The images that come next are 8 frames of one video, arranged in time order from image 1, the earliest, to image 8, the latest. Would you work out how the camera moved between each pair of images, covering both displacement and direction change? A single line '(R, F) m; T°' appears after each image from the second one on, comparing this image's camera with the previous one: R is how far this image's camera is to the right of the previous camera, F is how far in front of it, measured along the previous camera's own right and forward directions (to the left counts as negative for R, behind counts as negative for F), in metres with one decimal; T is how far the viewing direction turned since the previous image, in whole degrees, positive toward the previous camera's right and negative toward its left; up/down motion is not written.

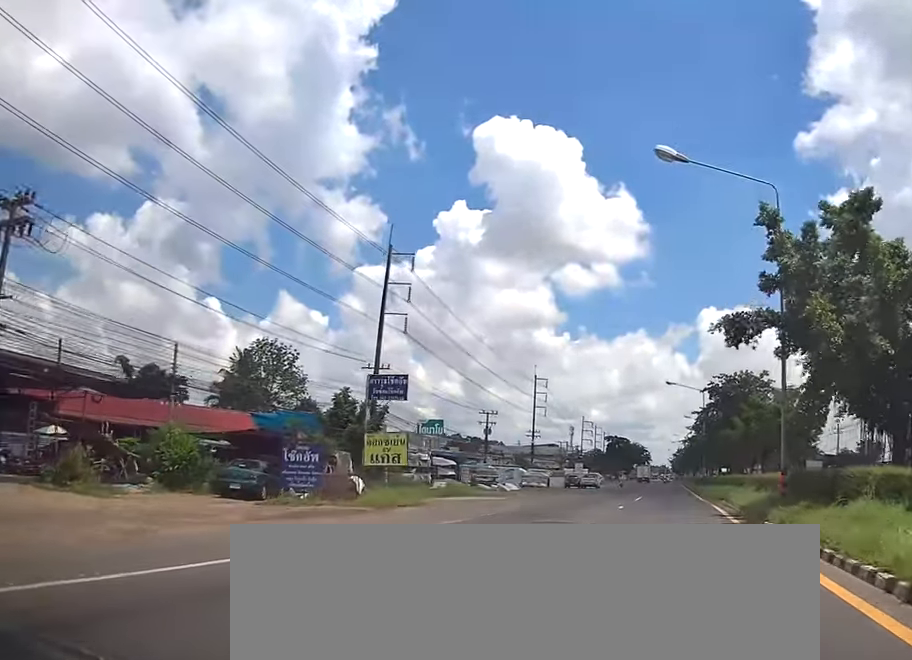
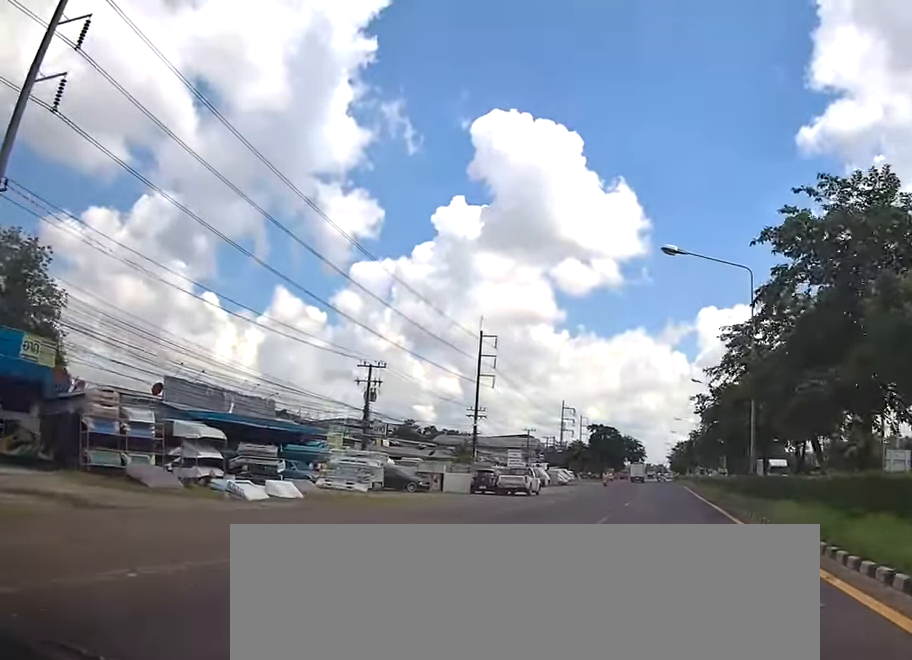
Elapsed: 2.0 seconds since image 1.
(-0.2, +37.3) m; +1°
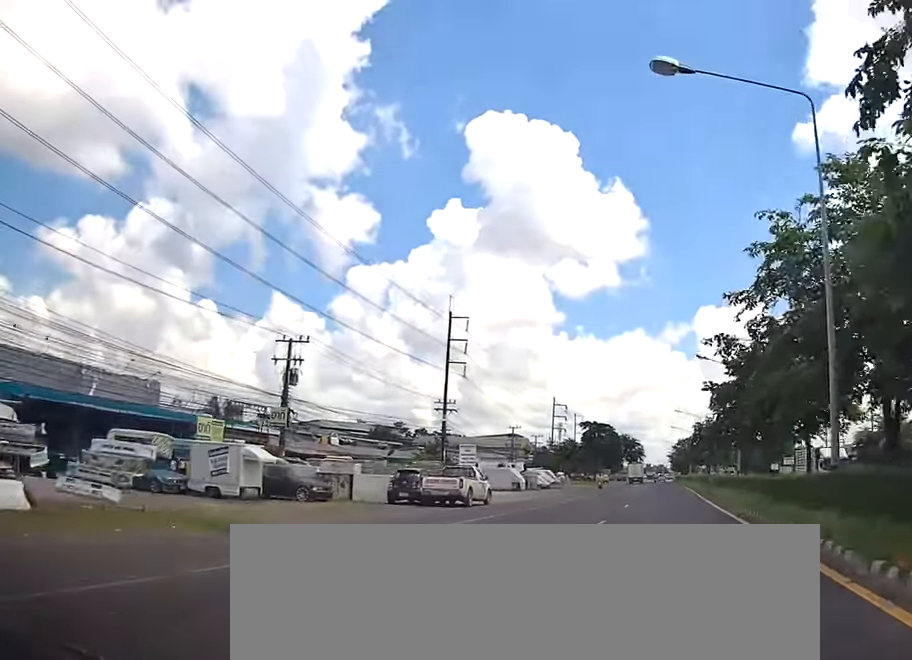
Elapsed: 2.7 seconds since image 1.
(+0.1, +12.7) m; 0°
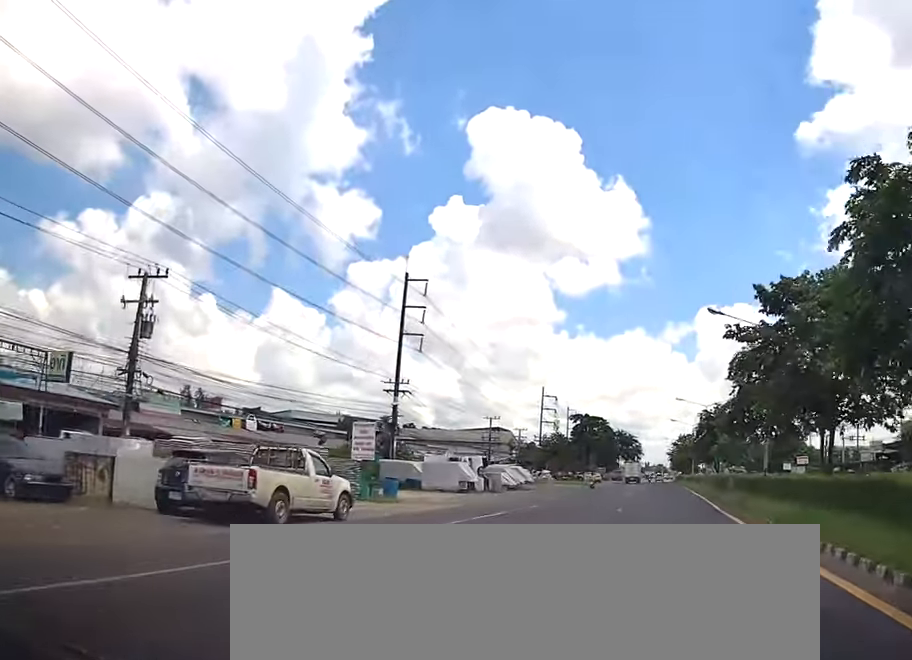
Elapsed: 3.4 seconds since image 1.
(-0.1, +14.4) m; 0°
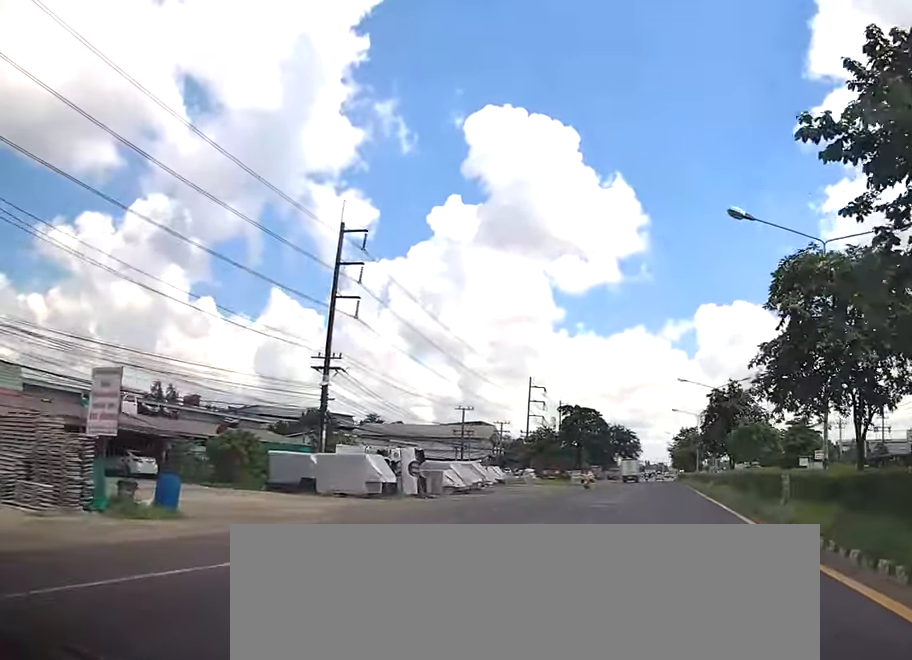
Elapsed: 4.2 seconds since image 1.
(+0.1, +14.0) m; 0°
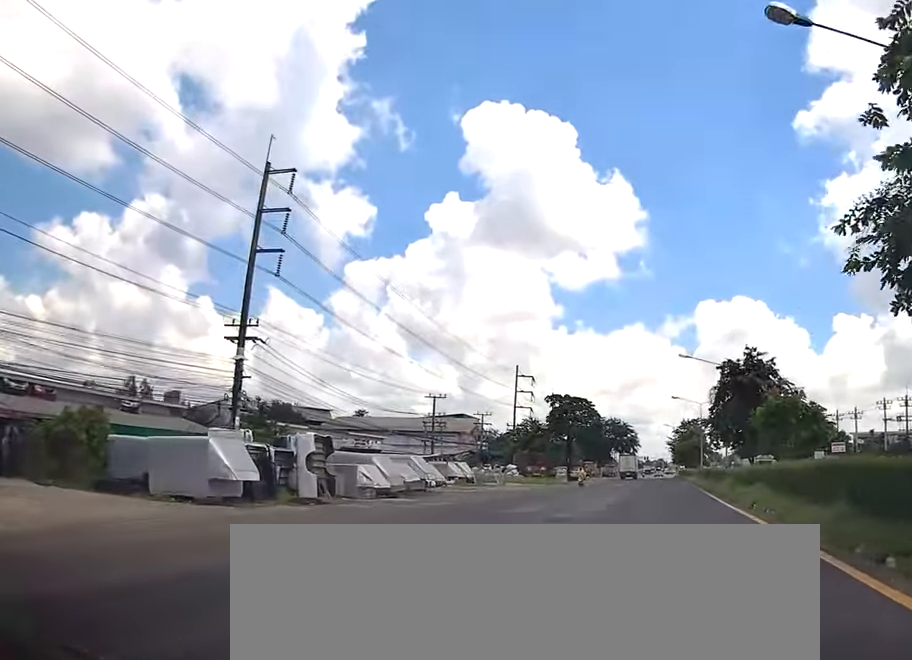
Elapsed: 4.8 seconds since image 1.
(-0.1, +11.2) m; -1°
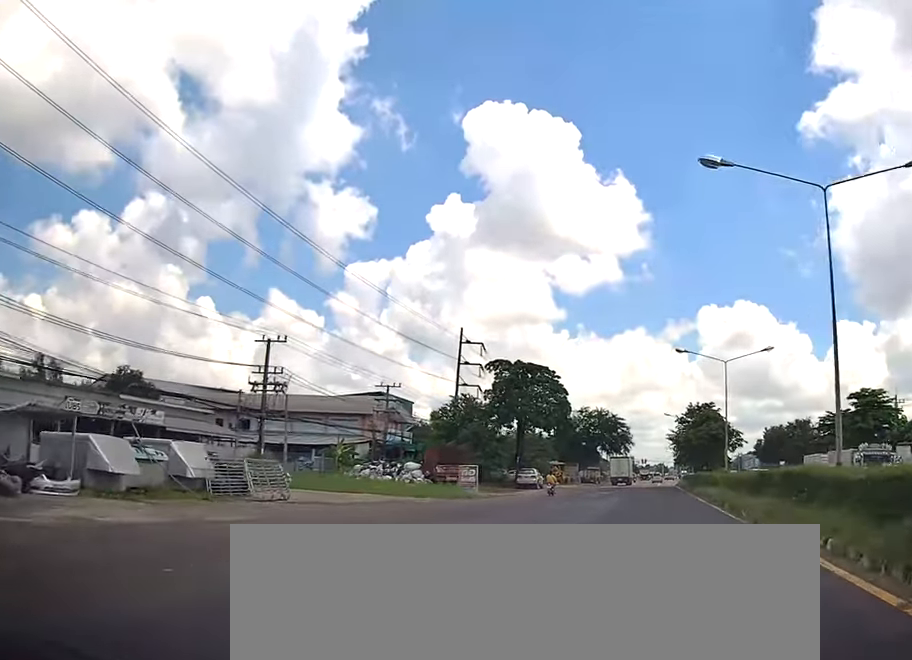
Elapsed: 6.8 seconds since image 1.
(-0.9, +34.9) m; -1°
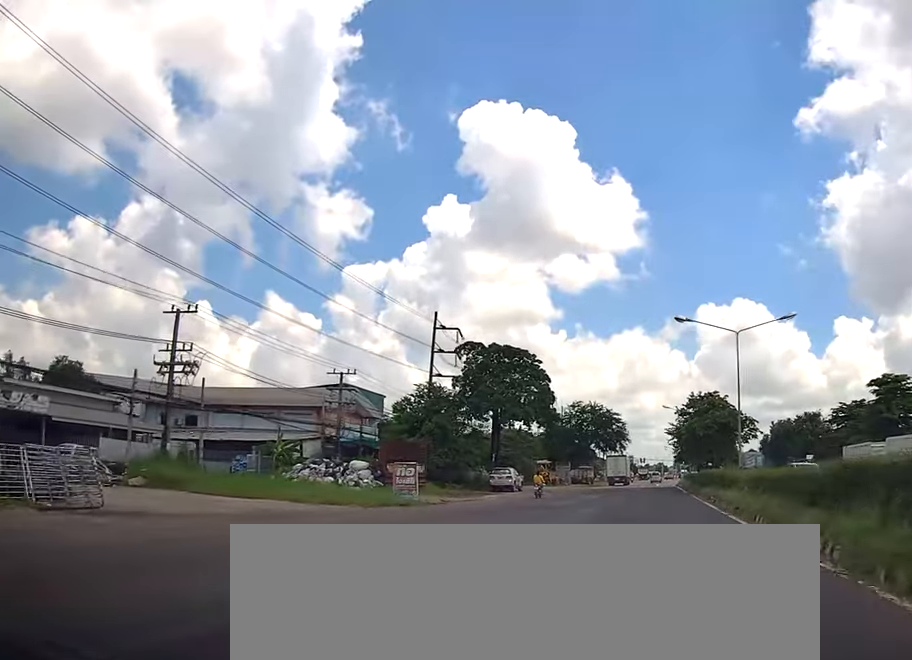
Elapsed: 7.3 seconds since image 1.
(+0.1, +9.6) m; +1°
